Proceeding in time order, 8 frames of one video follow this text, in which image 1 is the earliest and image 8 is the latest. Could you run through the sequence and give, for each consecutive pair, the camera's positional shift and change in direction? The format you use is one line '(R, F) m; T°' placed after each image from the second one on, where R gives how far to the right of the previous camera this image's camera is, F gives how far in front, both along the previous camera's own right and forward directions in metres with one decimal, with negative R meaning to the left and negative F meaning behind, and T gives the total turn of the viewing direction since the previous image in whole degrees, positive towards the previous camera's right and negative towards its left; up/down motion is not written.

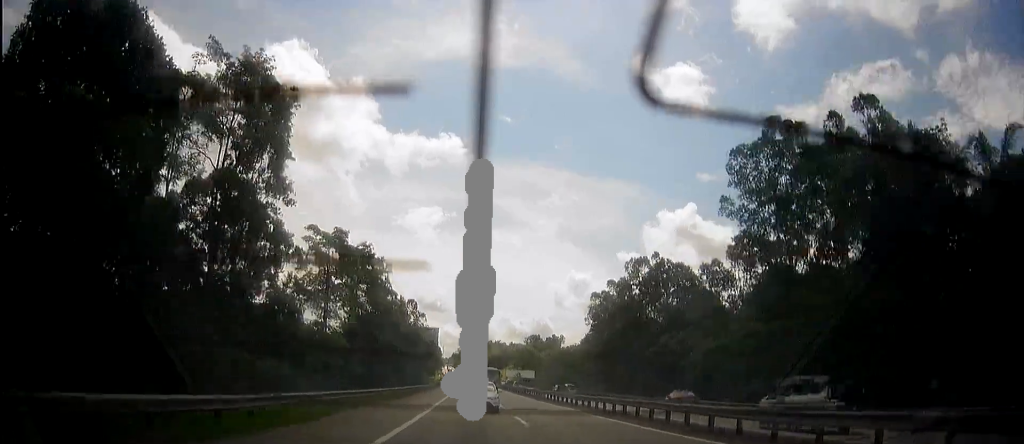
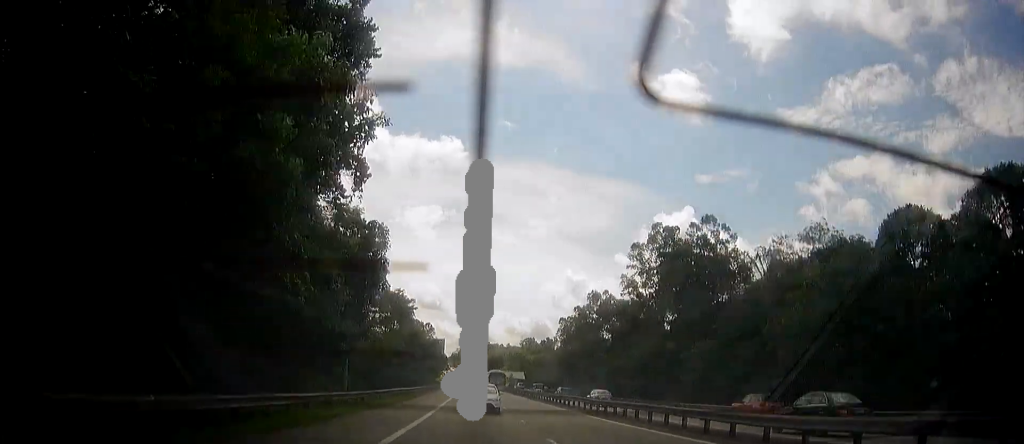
(-0.2, +38.0) m; 0°
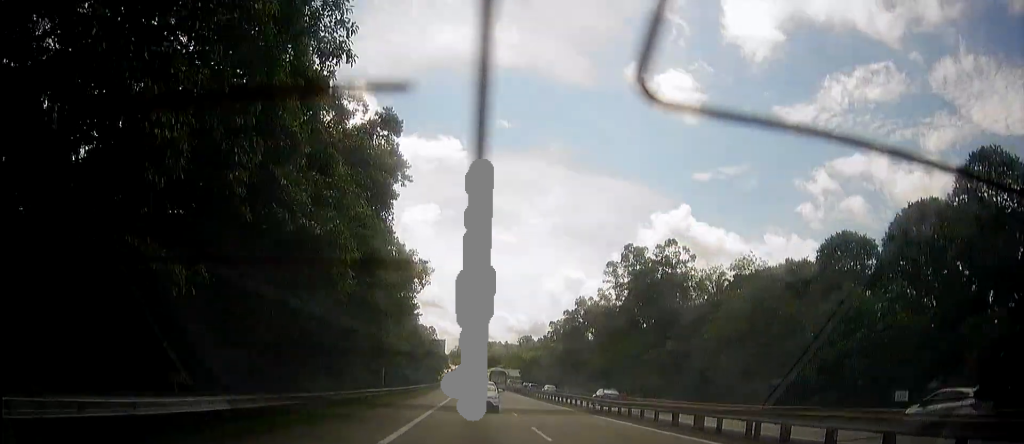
(0.0, +16.4) m; 0°
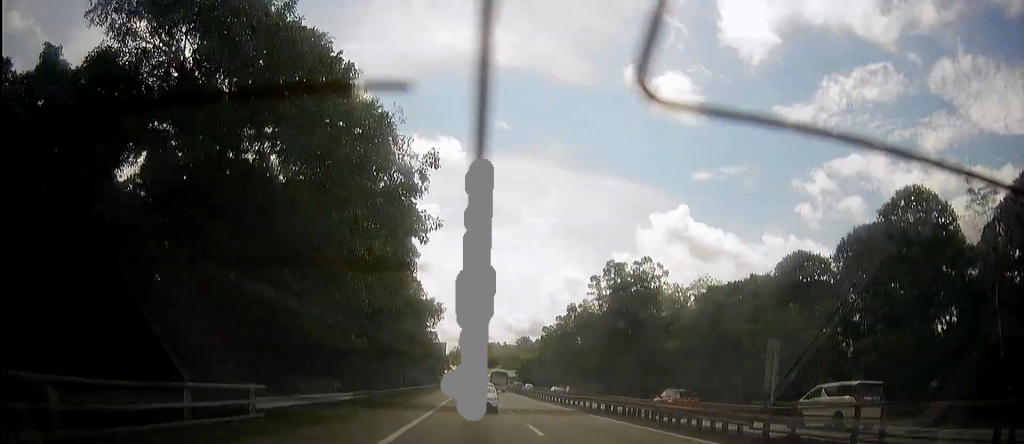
(0.0, +13.2) m; 0°
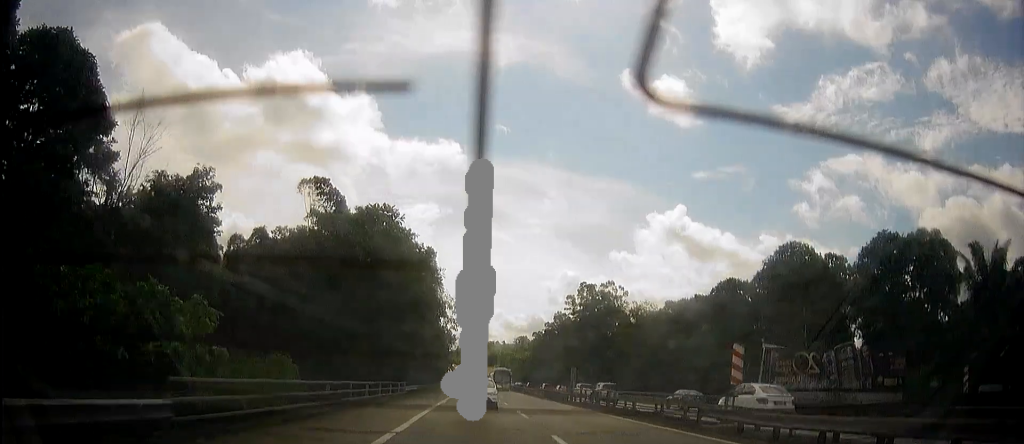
(-0.1, +27.2) m; 0°
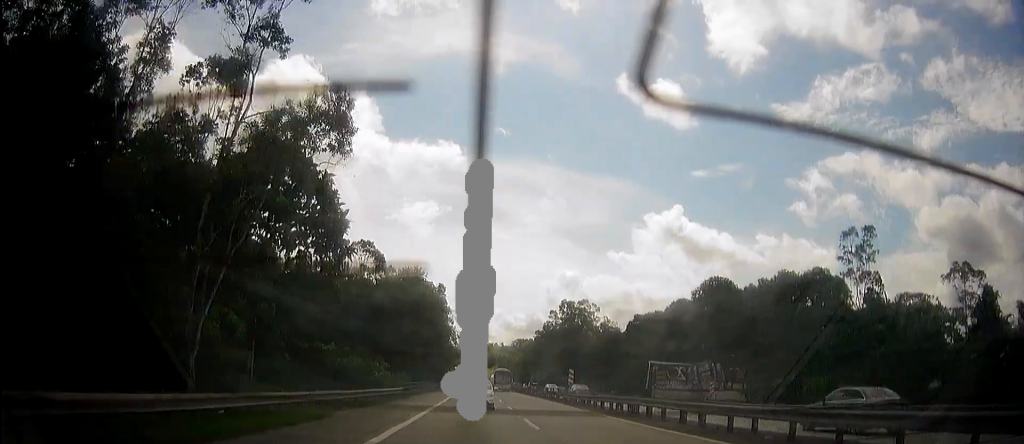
(0.0, +29.2) m; 0°
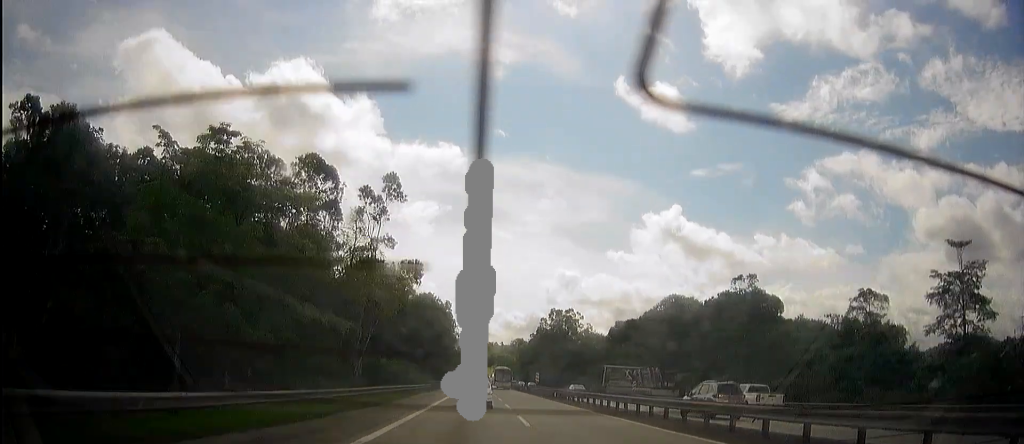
(0.0, +24.8) m; 0°
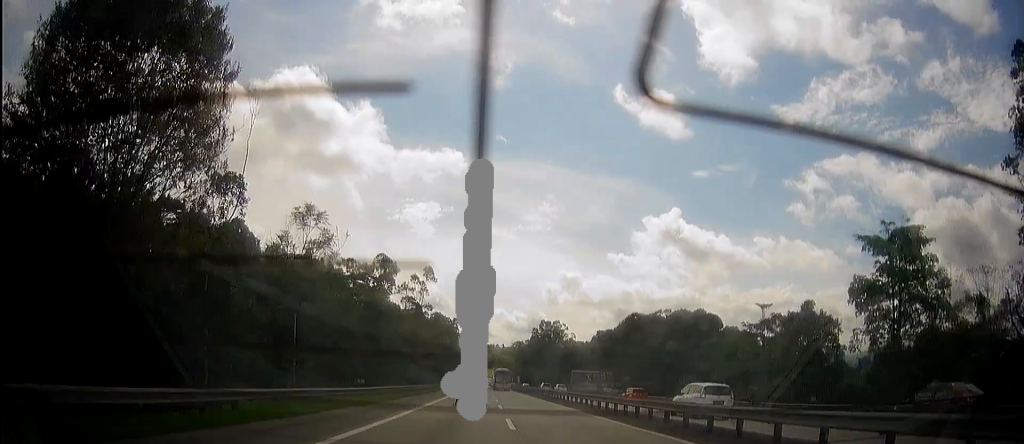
(0.0, +34.4) m; 0°
